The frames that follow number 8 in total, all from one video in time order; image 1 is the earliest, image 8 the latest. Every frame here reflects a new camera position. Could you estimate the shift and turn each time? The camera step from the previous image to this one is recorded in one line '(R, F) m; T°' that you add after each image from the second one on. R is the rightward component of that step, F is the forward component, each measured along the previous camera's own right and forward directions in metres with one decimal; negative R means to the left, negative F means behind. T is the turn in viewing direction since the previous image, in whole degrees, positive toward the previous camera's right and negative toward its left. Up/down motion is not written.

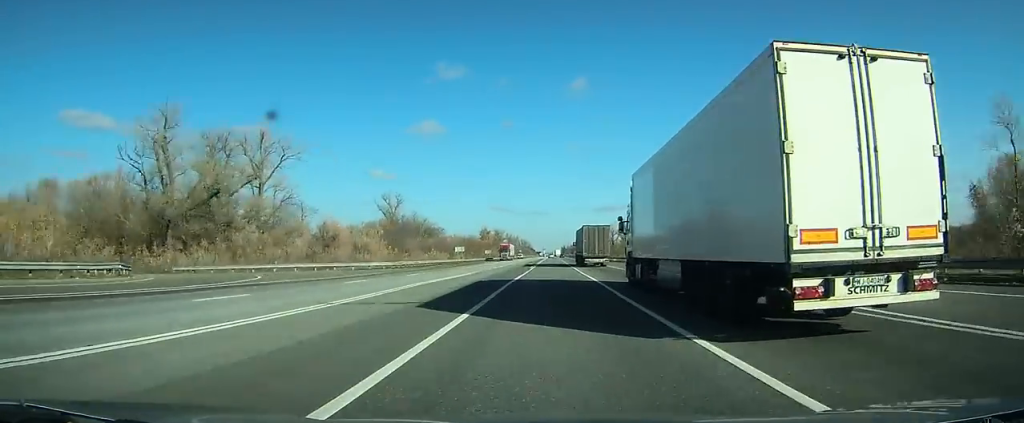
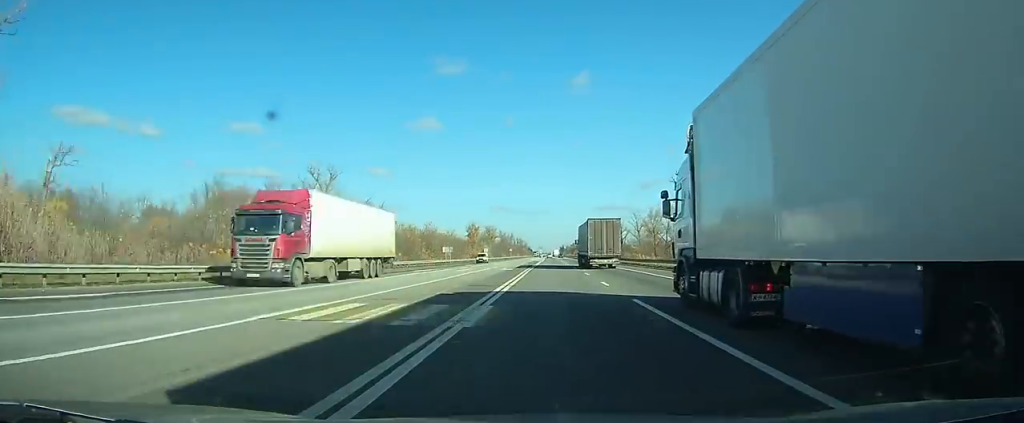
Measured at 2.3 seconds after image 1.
(+0.1, +61.4) m; 0°
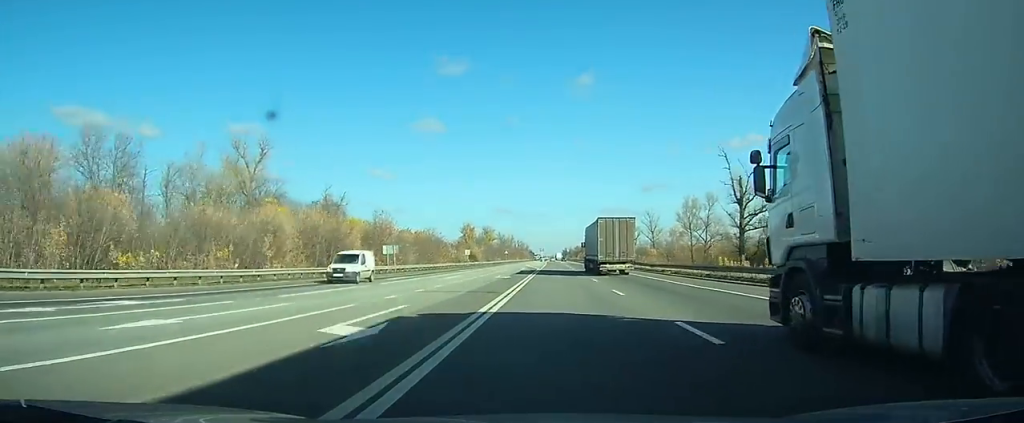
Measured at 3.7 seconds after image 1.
(0.0, +36.8) m; 0°
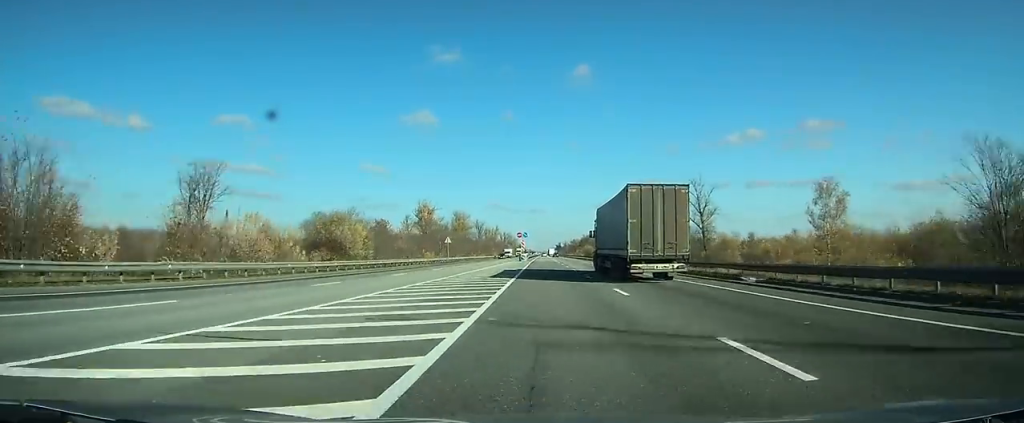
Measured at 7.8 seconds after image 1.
(+1.3, +115.2) m; +1°
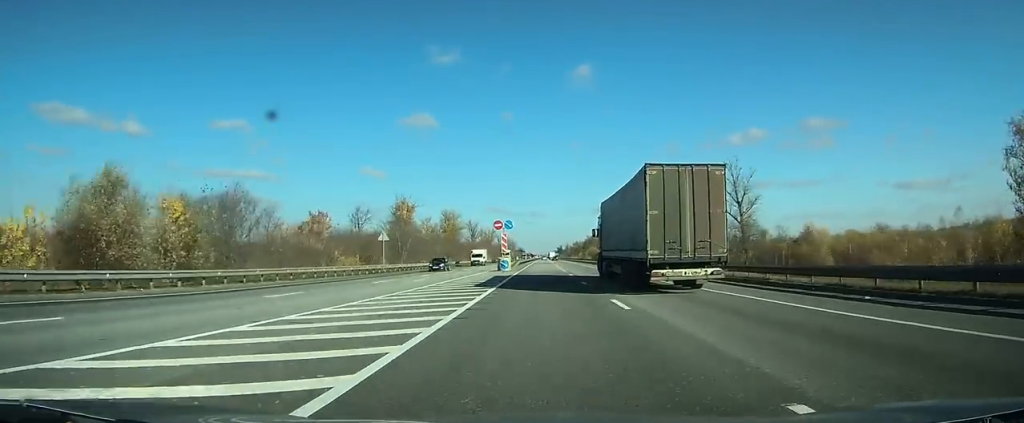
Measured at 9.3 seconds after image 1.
(0.0, +39.7) m; 0°
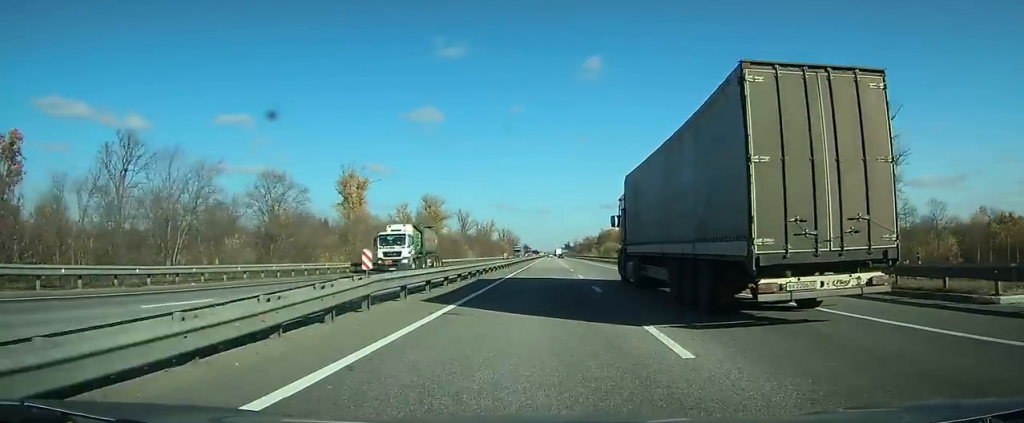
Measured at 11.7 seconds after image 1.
(-0.4, +64.4) m; -1°
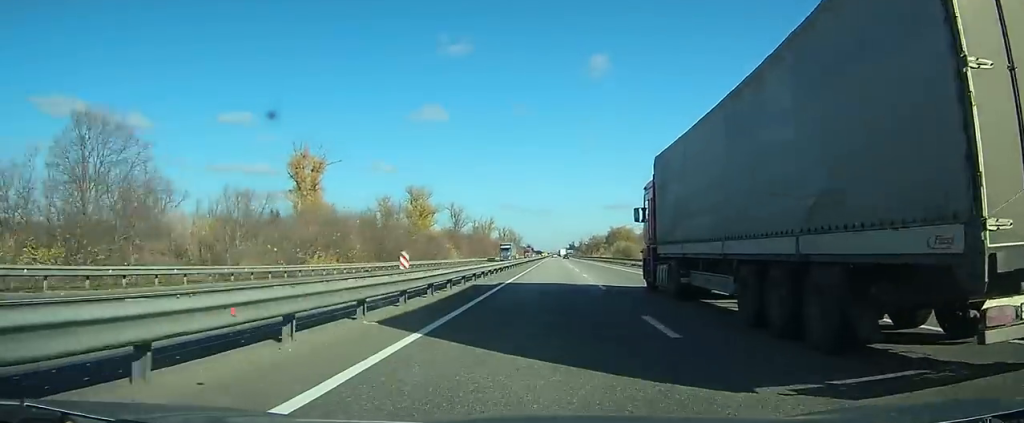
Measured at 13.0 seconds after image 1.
(-0.2, +32.5) m; 0°
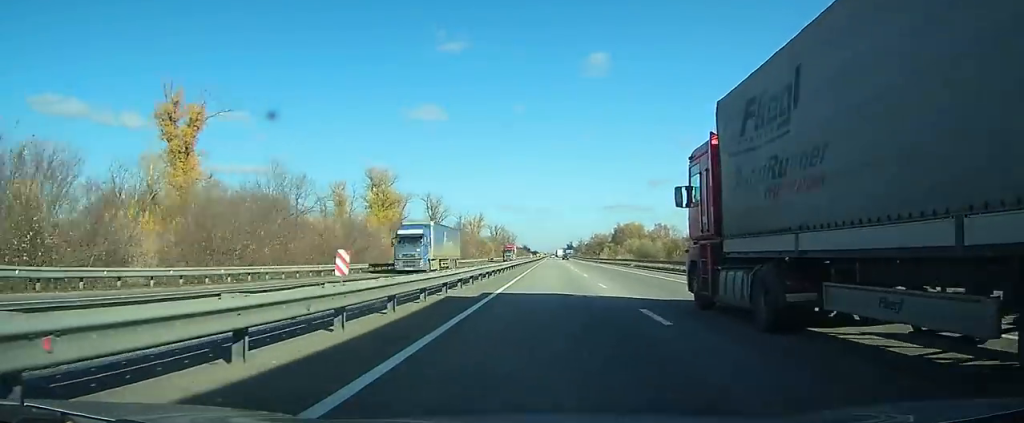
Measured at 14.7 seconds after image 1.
(-0.1, +46.8) m; 0°
